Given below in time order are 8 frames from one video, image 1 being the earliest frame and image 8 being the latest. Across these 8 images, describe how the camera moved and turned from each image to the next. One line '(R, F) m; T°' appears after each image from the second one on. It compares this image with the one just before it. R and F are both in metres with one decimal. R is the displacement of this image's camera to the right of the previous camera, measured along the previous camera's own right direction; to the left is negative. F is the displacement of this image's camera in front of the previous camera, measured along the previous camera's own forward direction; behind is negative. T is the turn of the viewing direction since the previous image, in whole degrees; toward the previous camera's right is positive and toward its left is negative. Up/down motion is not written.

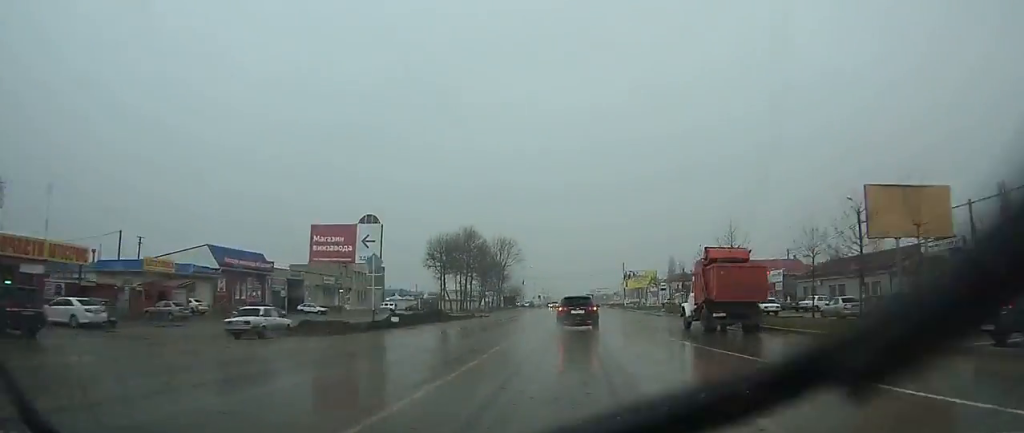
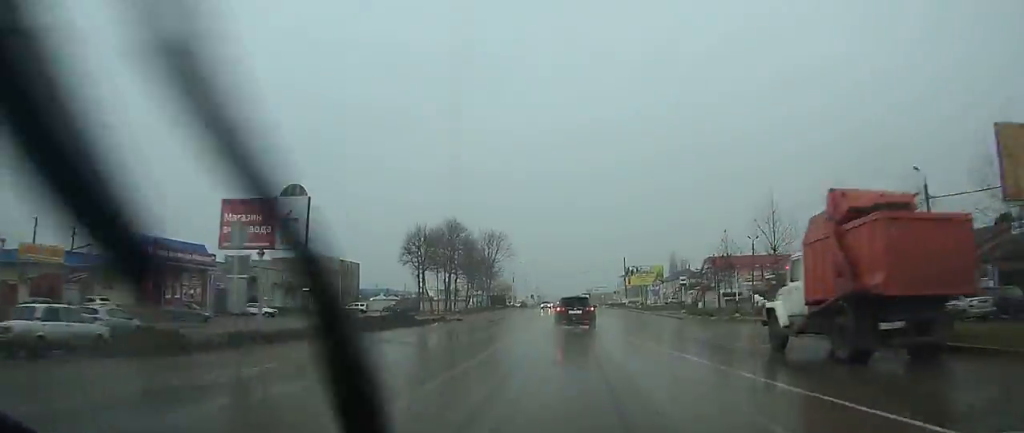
(0.0, +12.4) m; 0°
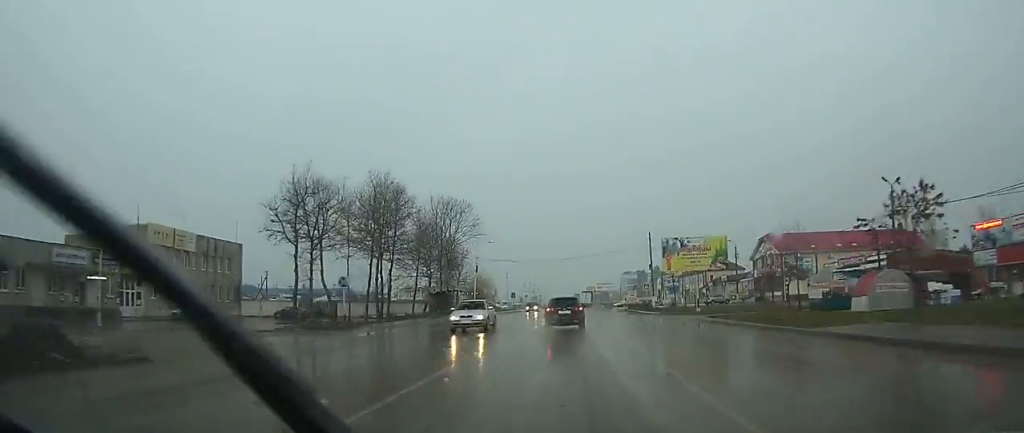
(-0.1, +40.7) m; 0°
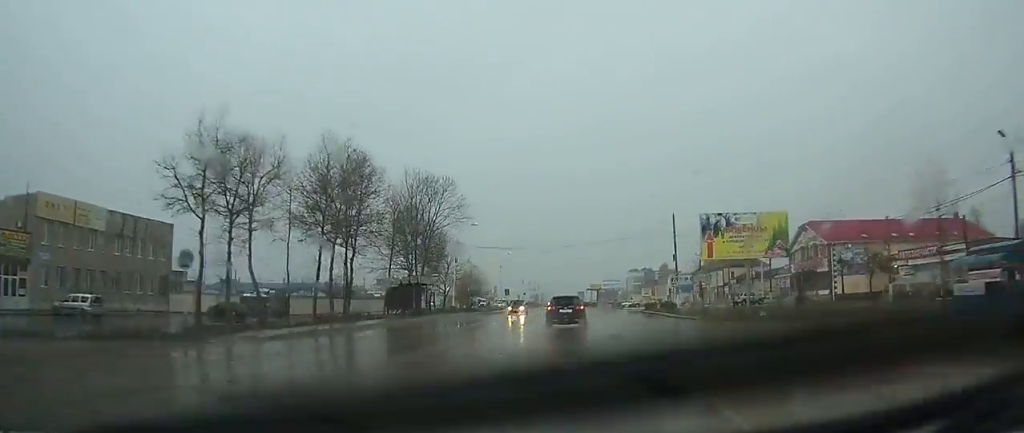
(0.0, +14.6) m; 0°
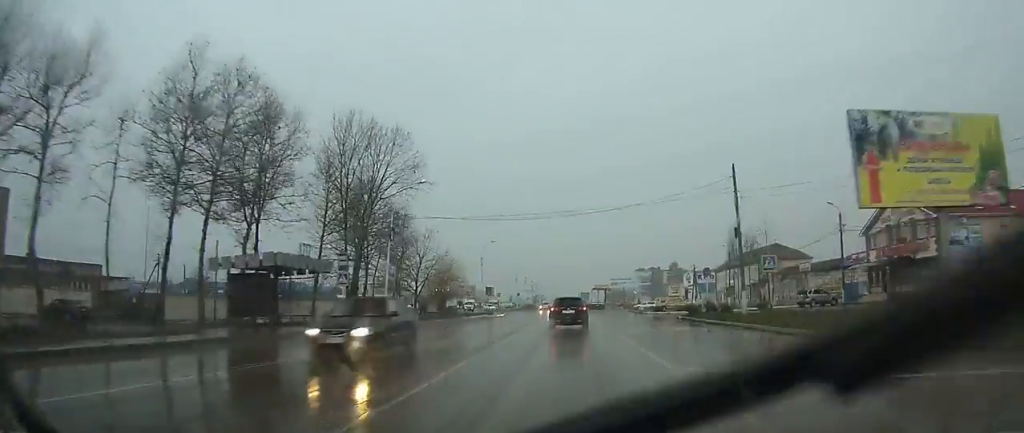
(0.0, +21.7) m; 0°
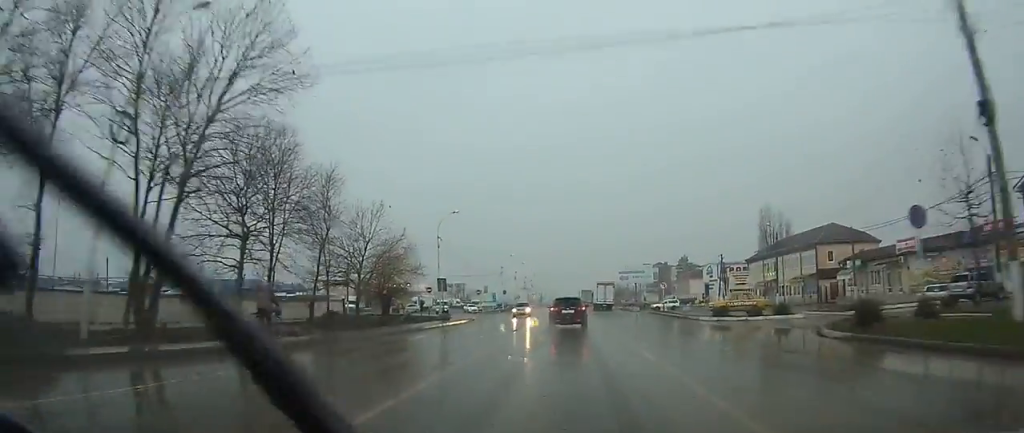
(0.0, +23.9) m; 0°
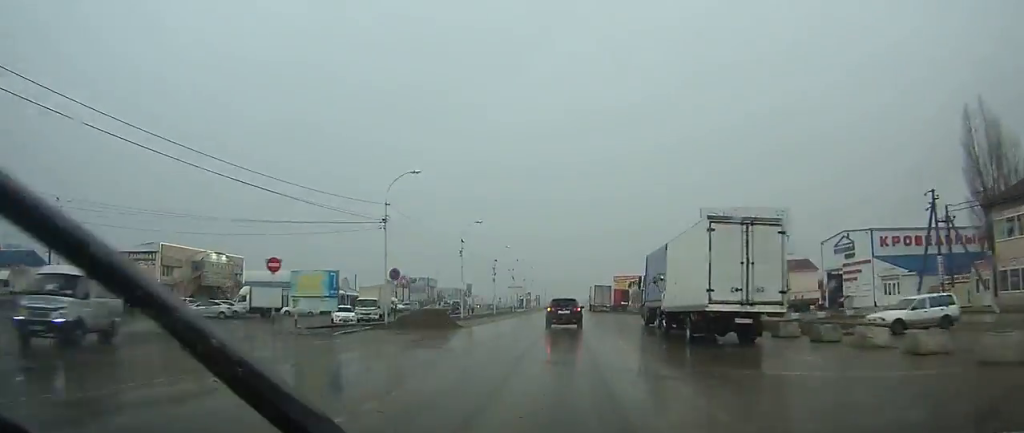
(-0.5, +62.5) m; -1°
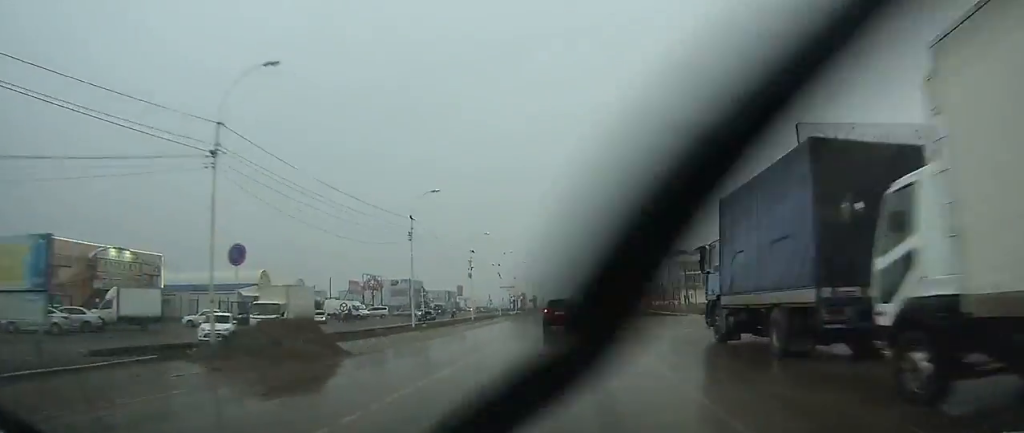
(0.0, +17.2) m; 0°
